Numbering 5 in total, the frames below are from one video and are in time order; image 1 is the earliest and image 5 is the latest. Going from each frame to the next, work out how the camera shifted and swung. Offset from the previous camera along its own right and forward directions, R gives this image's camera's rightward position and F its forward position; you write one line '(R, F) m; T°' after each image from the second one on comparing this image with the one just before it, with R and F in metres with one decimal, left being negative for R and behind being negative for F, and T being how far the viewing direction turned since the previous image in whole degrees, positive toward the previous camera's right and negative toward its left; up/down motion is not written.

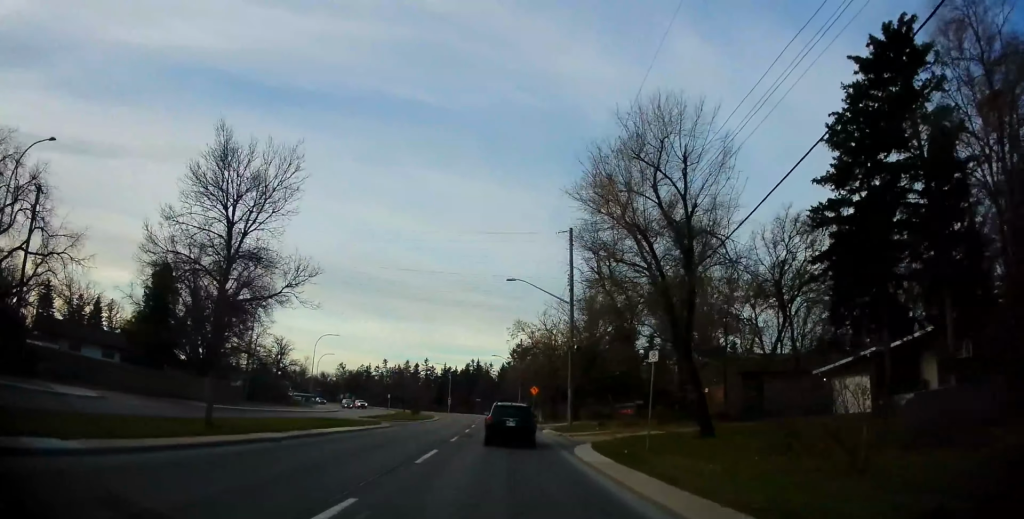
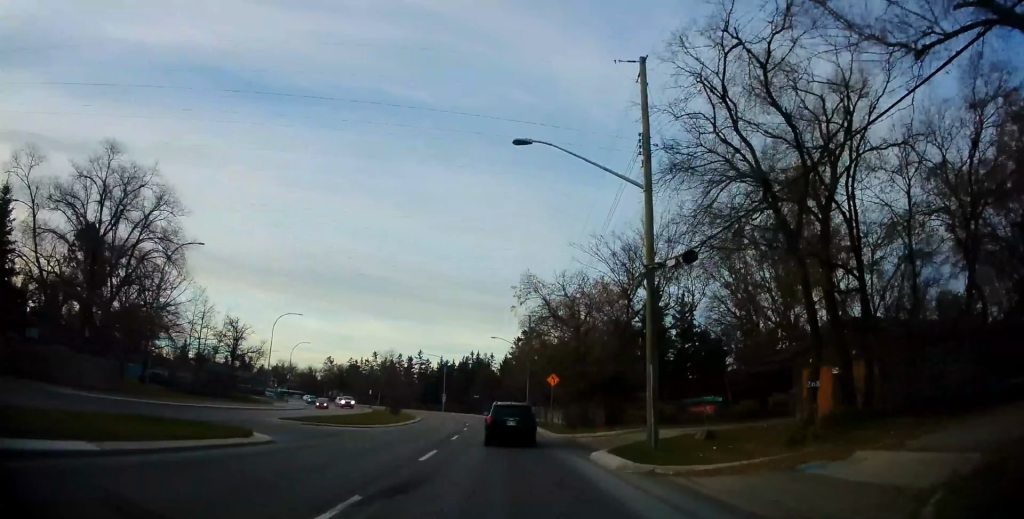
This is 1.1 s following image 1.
(-0.1, +17.3) m; -1°
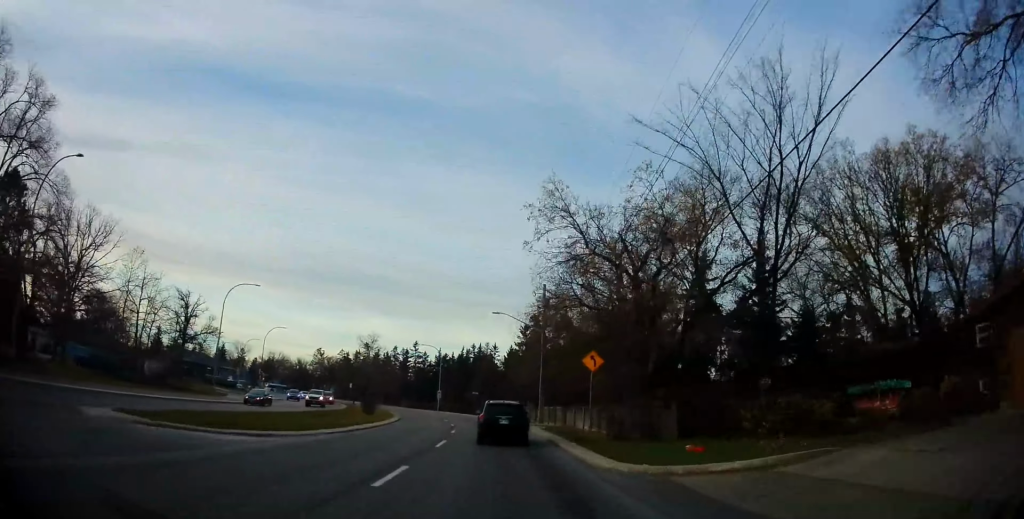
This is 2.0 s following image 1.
(-0.1, +14.1) m; -1°
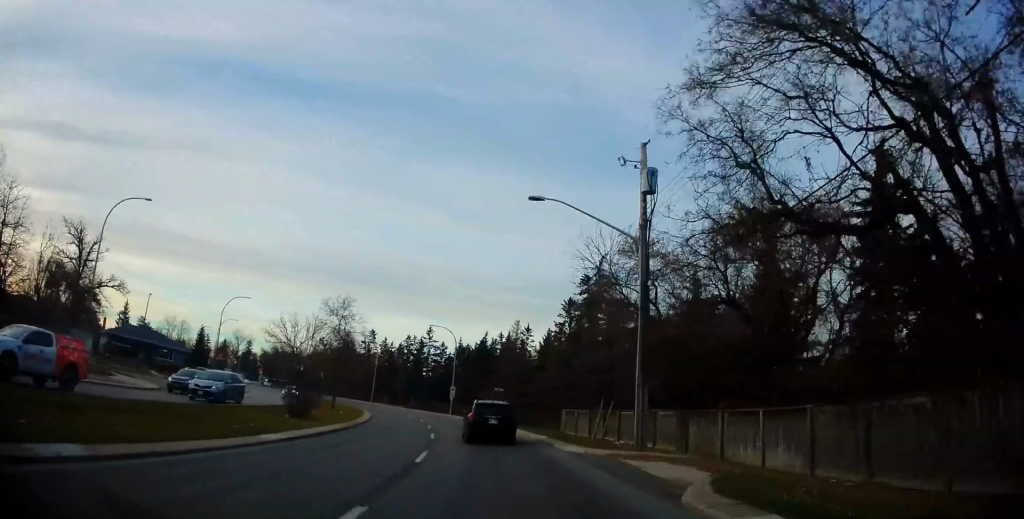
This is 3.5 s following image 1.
(-0.3, +23.3) m; -2°
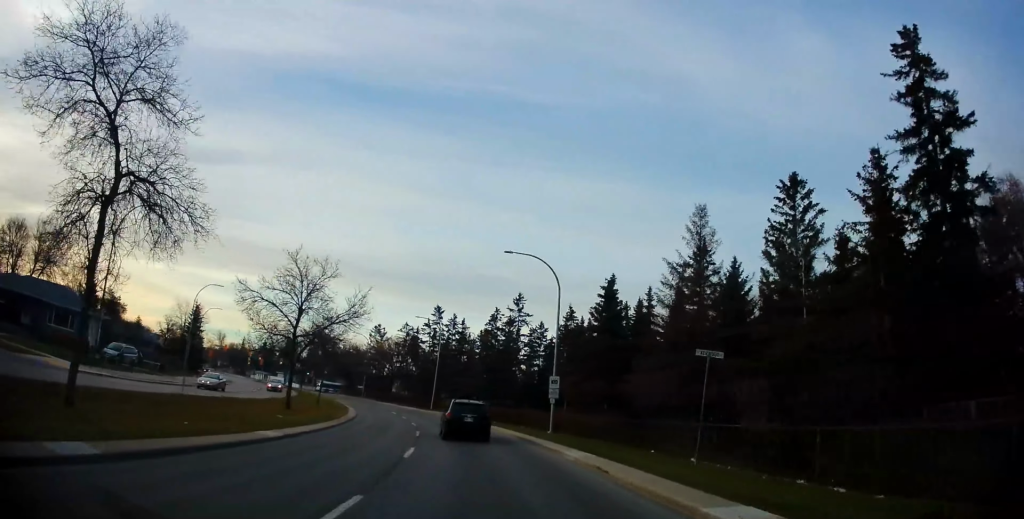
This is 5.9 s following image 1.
(-3.0, +36.1) m; -10°
